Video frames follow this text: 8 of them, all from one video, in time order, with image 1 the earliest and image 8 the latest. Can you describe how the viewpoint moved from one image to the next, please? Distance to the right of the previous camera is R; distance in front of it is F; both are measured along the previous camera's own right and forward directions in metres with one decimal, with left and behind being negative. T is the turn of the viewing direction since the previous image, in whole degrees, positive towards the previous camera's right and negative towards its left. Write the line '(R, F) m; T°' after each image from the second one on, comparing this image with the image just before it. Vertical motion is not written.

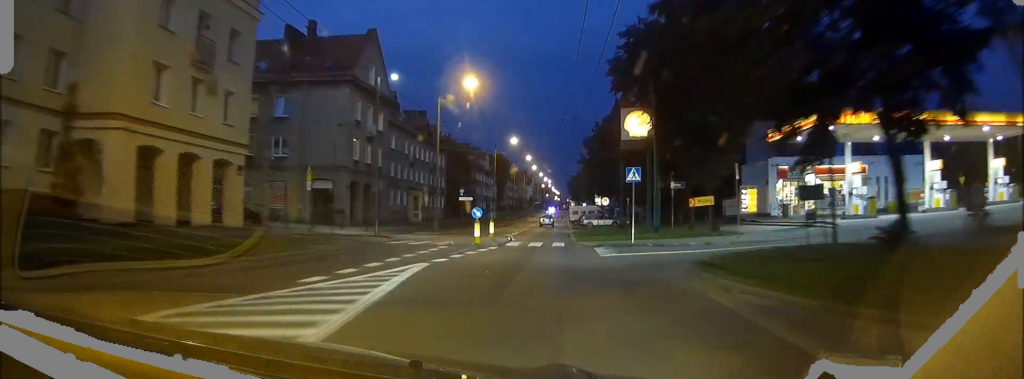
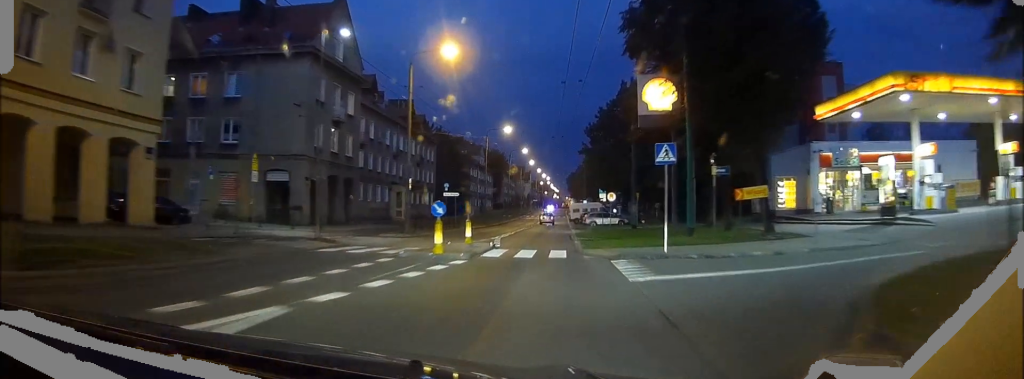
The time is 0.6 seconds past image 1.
(-0.1, +8.8) m; 0°
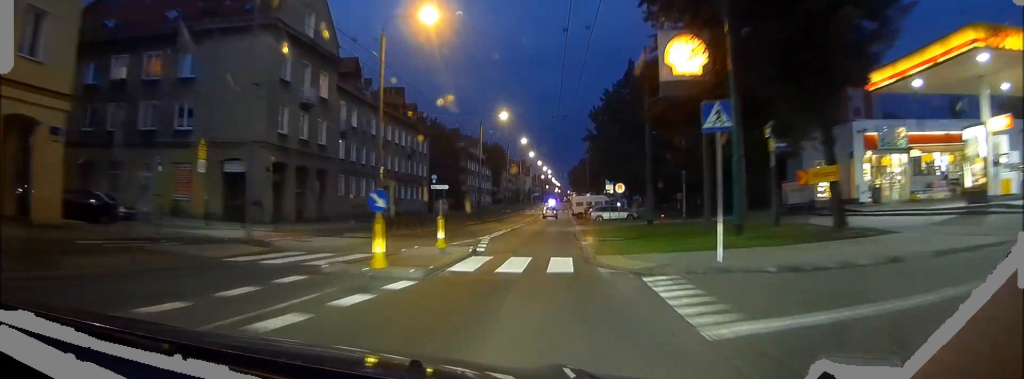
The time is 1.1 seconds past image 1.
(+0.1, +6.5) m; 0°
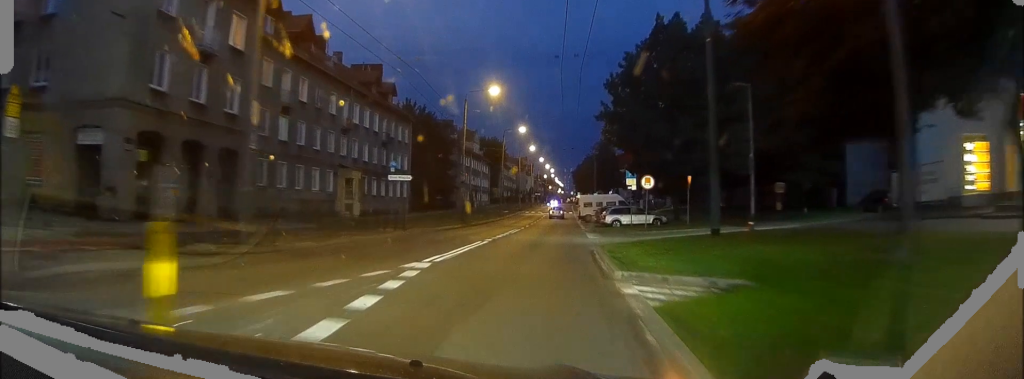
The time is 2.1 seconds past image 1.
(0.0, +14.3) m; 0°
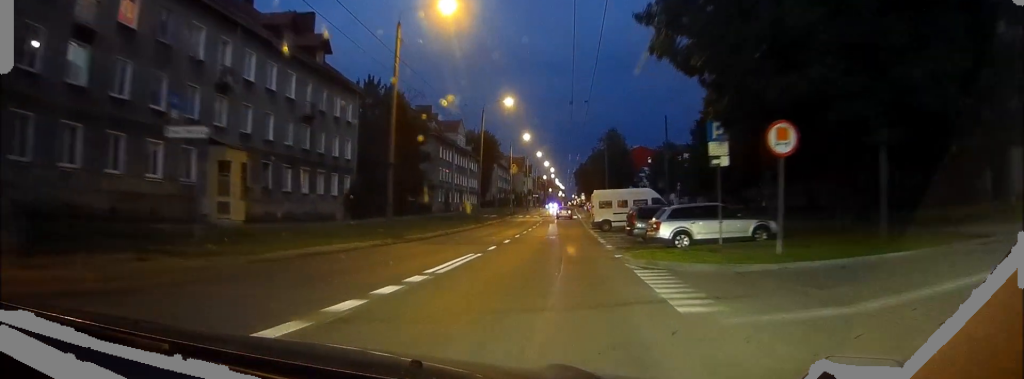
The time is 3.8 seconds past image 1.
(-0.1, +23.0) m; 0°
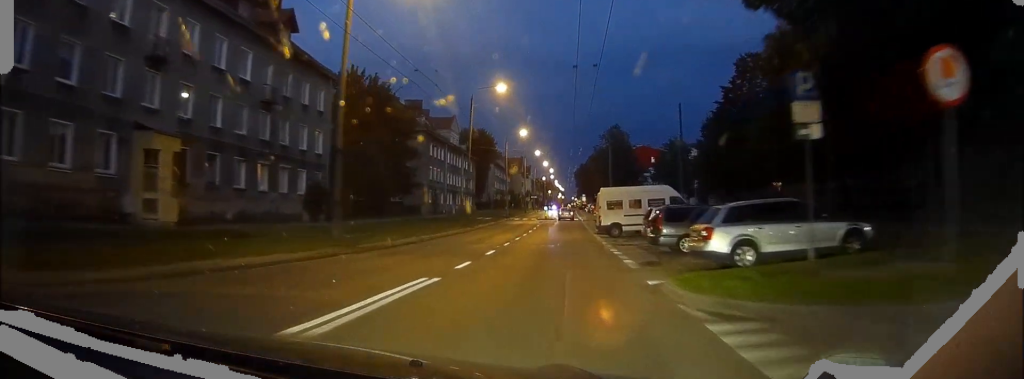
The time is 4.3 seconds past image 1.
(0.0, +7.3) m; 0°
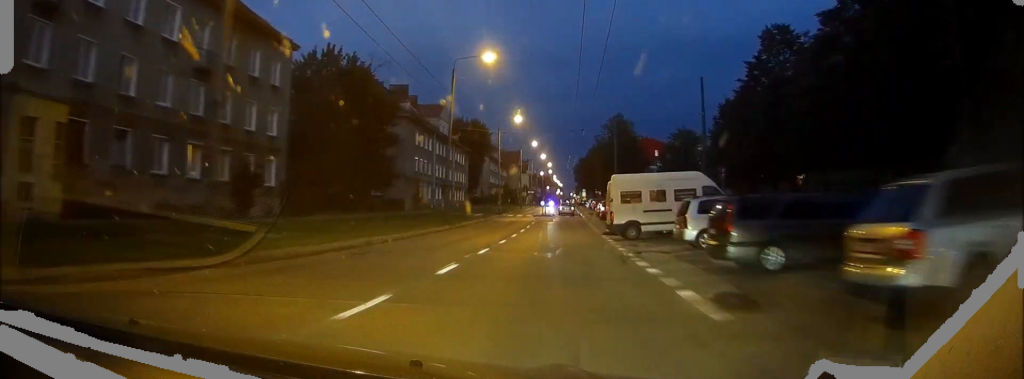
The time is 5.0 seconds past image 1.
(0.0, +8.7) m; 0°
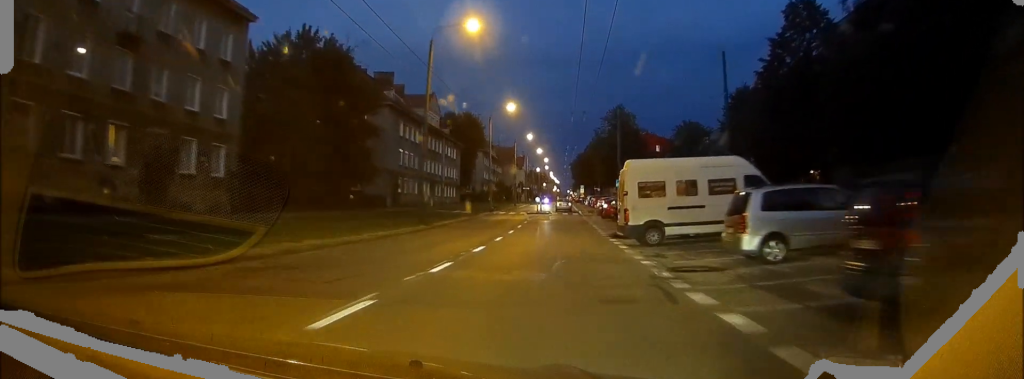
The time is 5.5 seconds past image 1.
(0.0, +6.8) m; 0°
